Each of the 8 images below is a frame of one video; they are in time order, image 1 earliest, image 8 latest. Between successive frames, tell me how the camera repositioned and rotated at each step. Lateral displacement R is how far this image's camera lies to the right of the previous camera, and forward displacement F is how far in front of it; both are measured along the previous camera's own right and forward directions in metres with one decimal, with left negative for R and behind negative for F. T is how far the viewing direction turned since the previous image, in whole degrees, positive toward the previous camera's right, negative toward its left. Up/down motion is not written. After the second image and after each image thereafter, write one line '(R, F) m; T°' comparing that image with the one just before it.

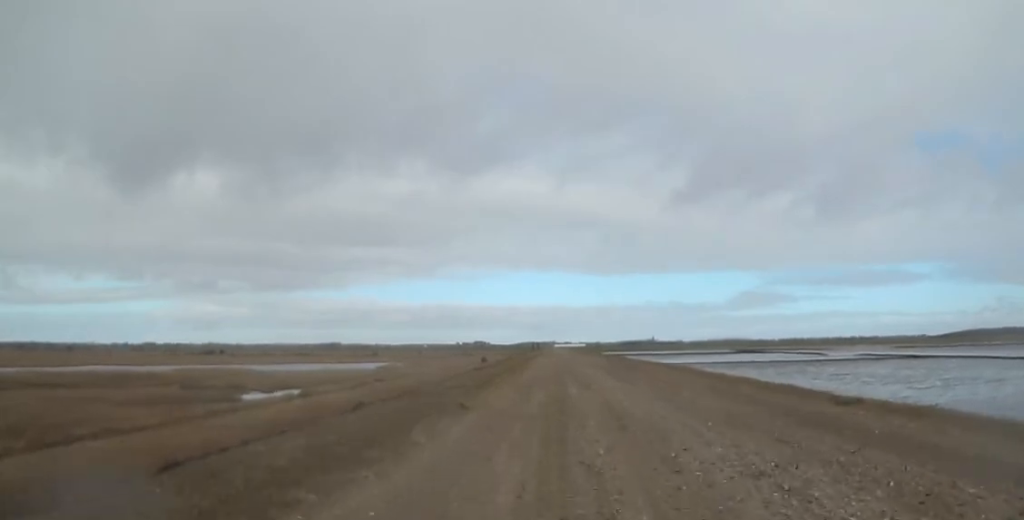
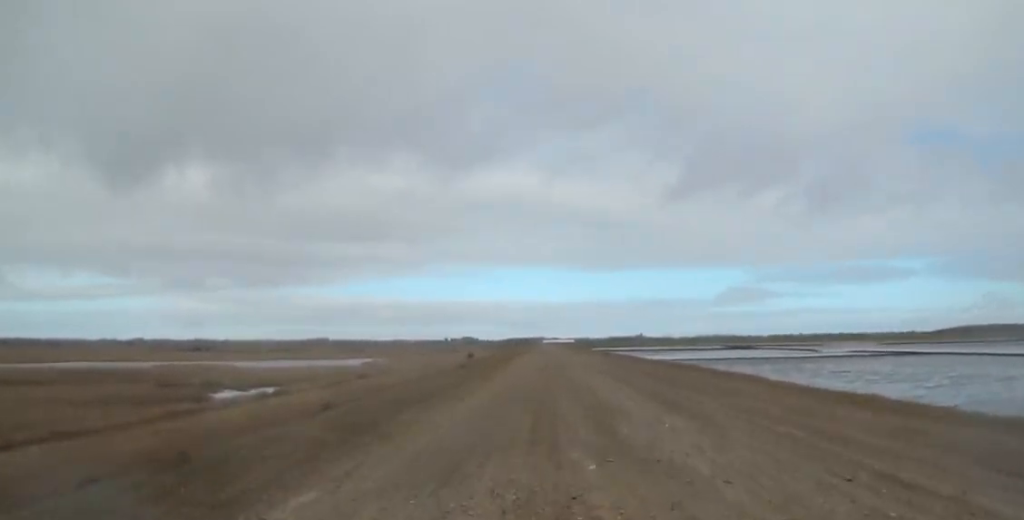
(0.0, +5.8) m; -4°
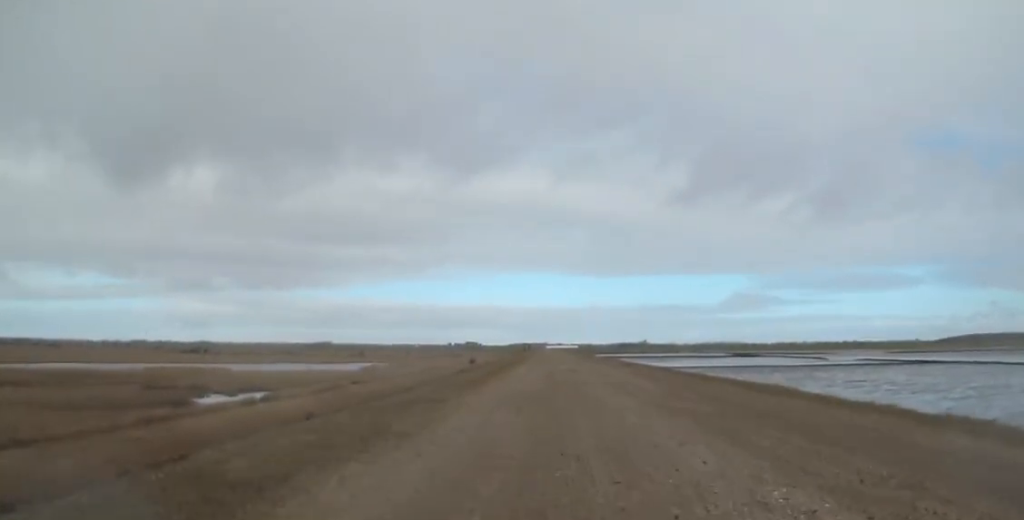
(-0.4, +5.7) m; -3°
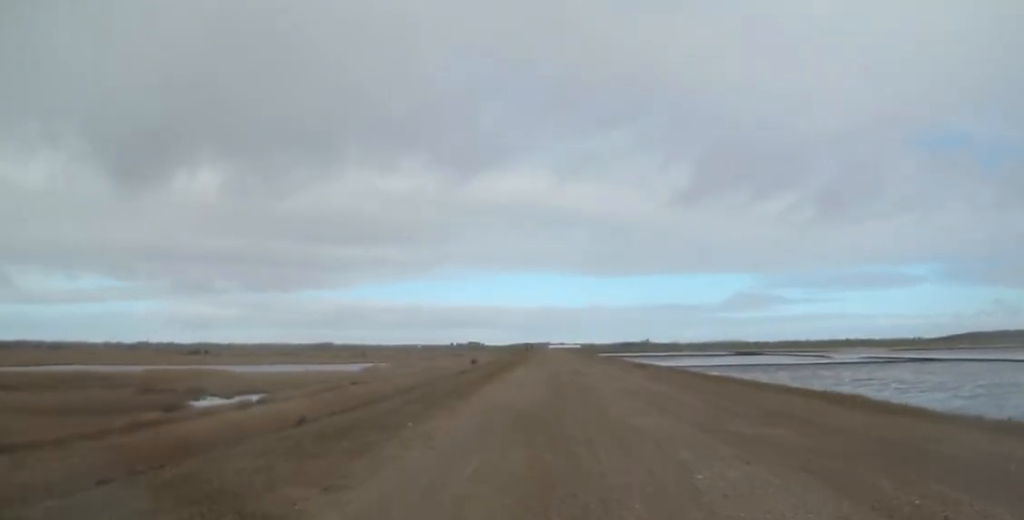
(-0.2, +2.2) m; +1°
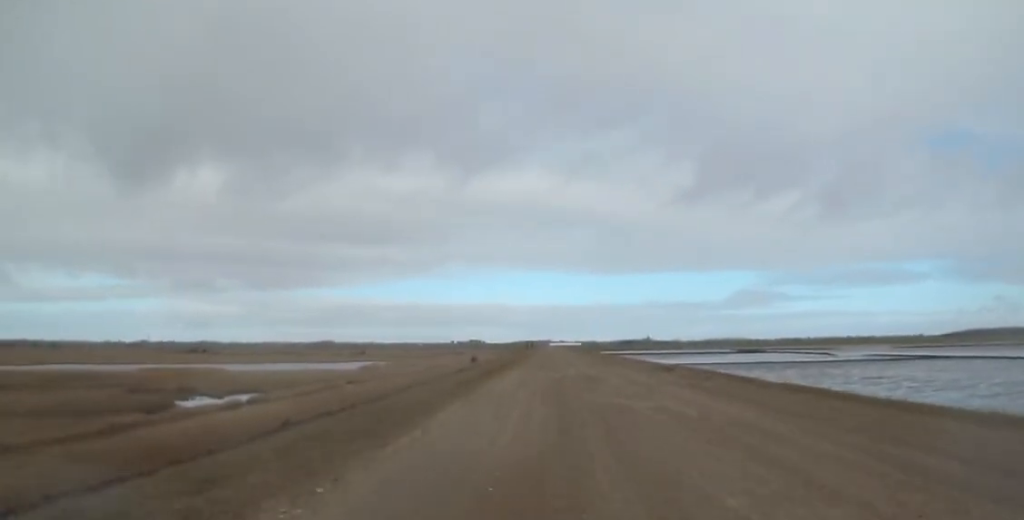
(+0.3, +3.6) m; +2°
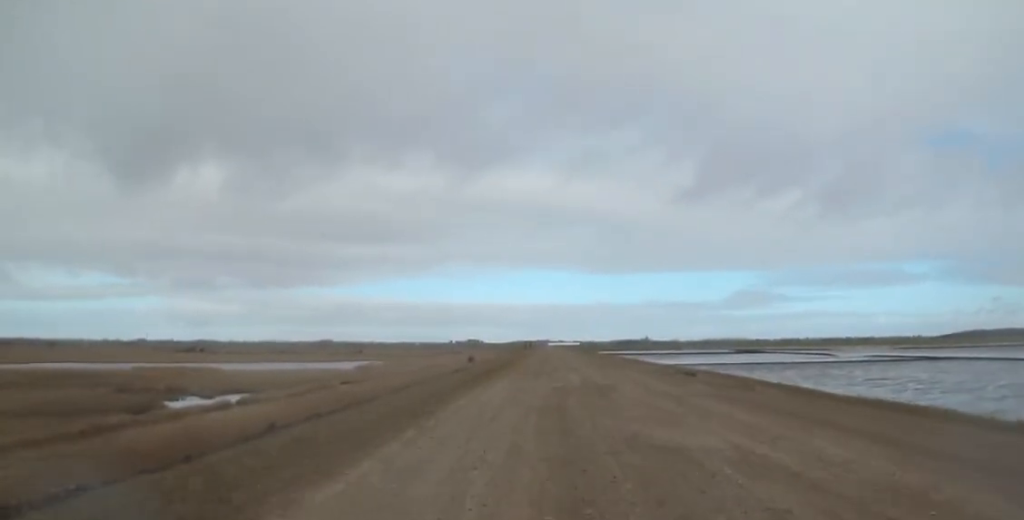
(+0.2, +2.6) m; +1°
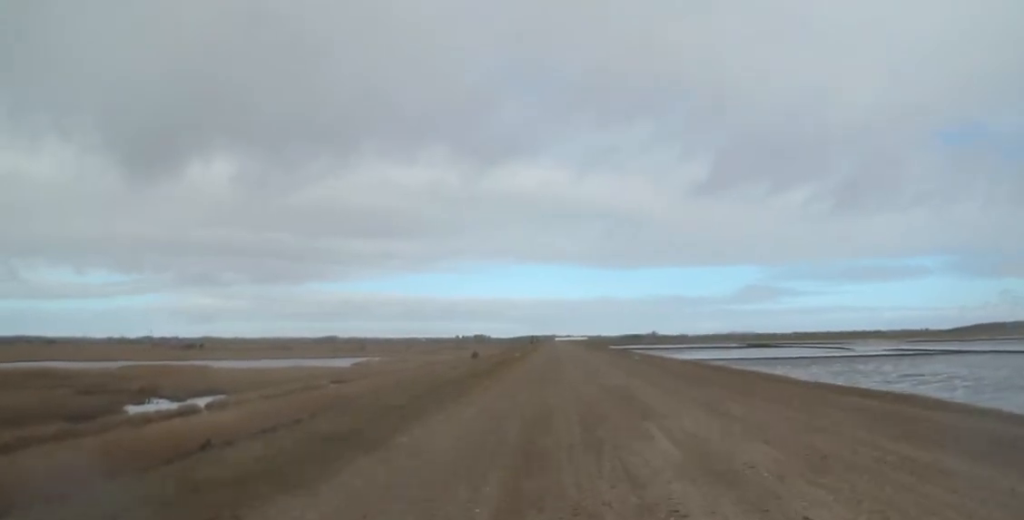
(-0.8, +10.7) m; -3°
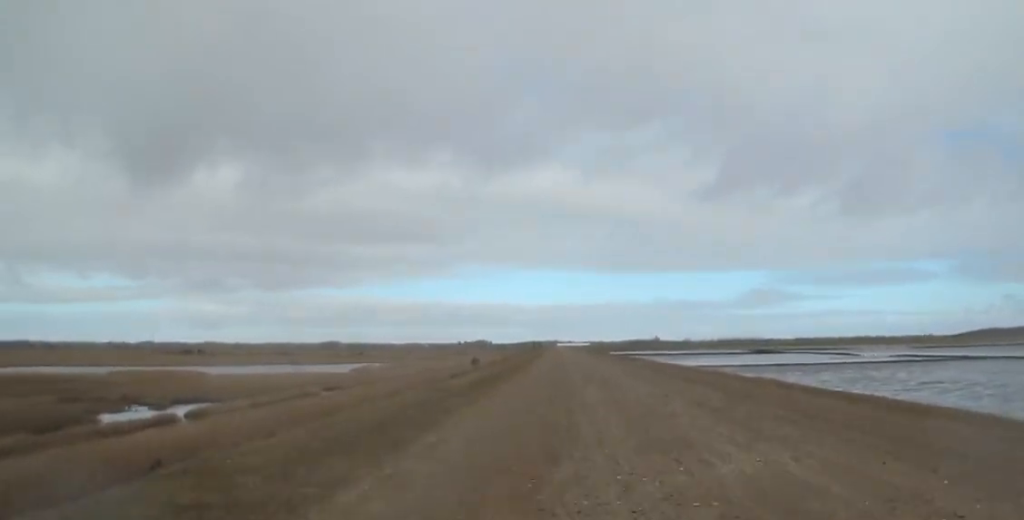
(+0.2, +5.0) m; -2°
